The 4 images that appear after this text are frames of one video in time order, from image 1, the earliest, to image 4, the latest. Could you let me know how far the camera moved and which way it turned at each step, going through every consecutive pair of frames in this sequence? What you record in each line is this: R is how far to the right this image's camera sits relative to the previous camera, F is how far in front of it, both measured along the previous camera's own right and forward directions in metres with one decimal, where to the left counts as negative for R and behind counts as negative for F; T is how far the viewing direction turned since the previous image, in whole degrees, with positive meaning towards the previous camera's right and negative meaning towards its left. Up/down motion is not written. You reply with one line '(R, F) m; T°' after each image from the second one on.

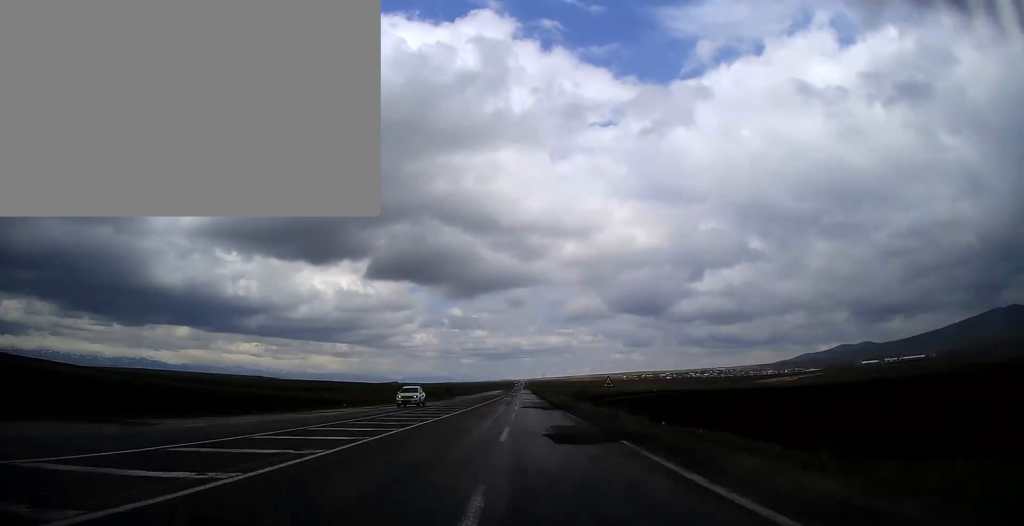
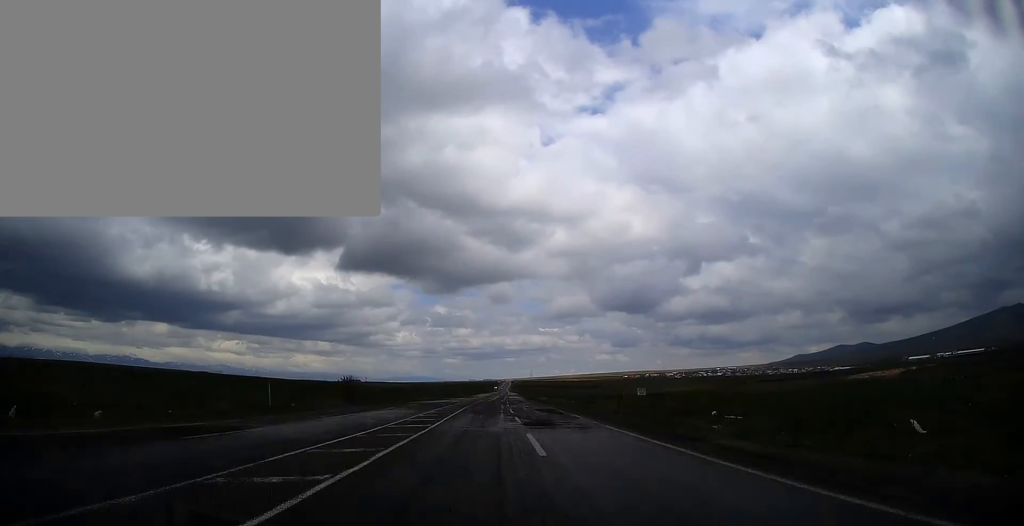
(+1.6, +301.2) m; +1°
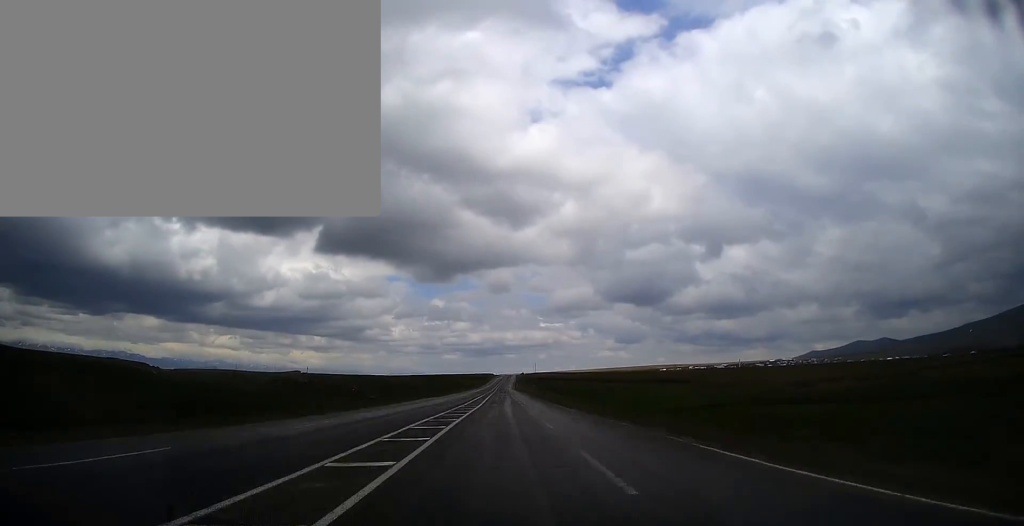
(-0.7, +454.8) m; 0°
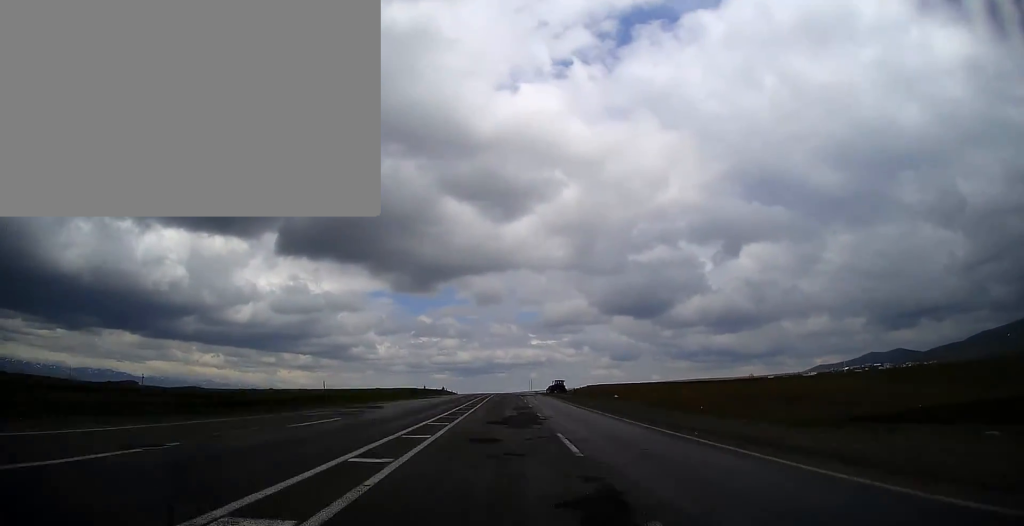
(+5.1, +480.7) m; +1°
